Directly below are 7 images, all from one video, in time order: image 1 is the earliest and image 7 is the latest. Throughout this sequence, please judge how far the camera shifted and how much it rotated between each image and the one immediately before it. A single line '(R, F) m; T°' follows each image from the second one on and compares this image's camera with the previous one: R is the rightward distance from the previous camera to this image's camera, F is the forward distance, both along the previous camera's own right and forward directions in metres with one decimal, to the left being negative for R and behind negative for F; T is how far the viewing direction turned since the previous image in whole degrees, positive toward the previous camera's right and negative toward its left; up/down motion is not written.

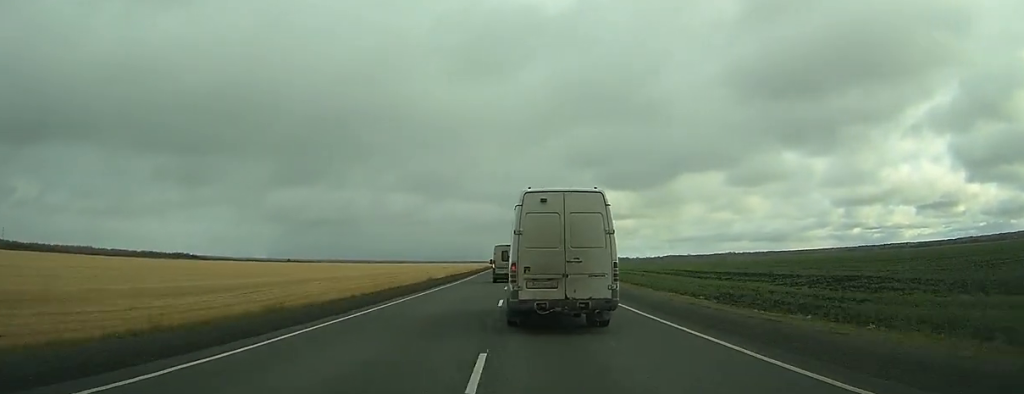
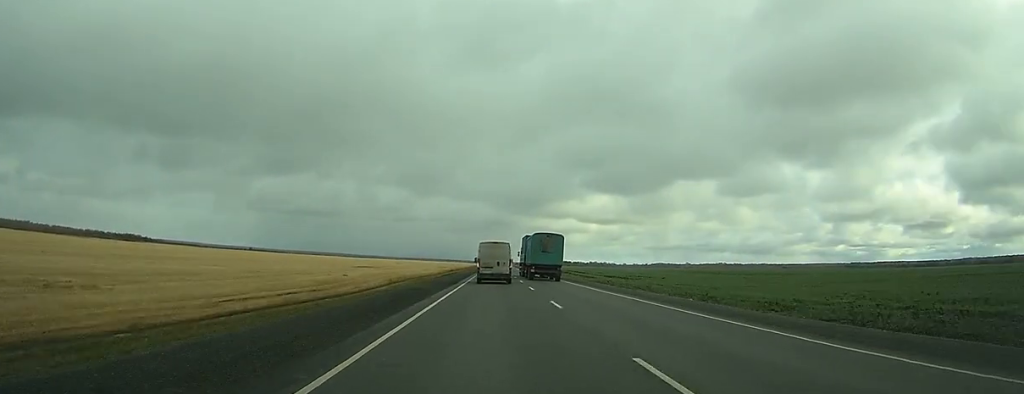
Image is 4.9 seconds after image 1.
(0.0, +131.1) m; +1°
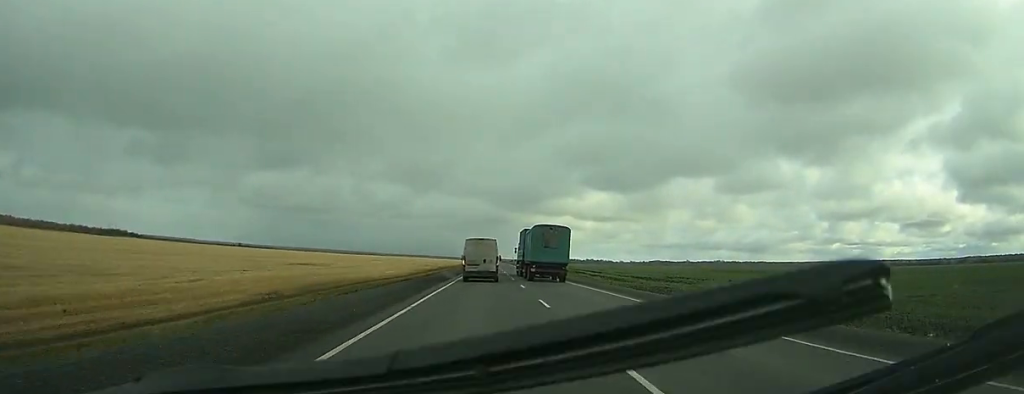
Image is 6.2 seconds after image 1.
(+0.2, +35.8) m; 0°
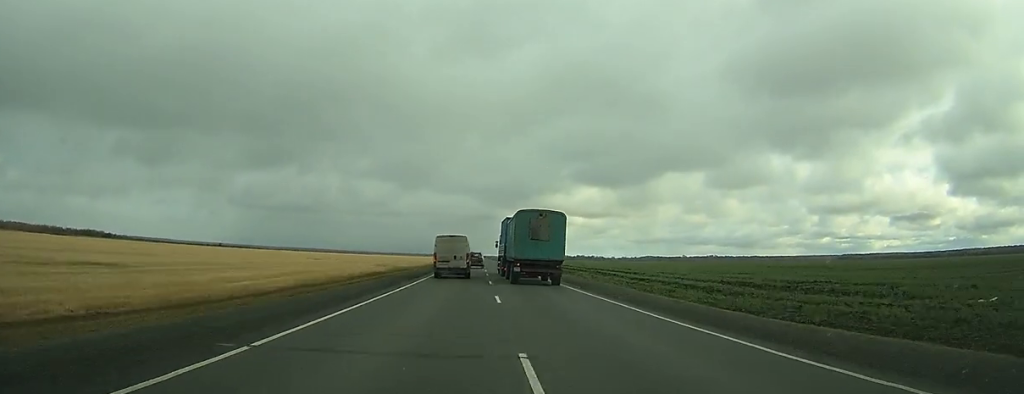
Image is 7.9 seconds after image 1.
(0.0, +46.5) m; 0°
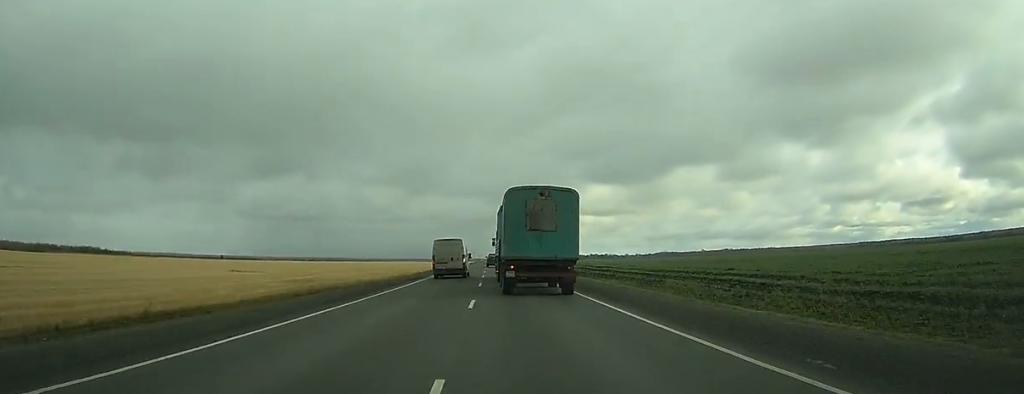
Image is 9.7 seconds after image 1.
(-0.2, +49.4) m; 0°
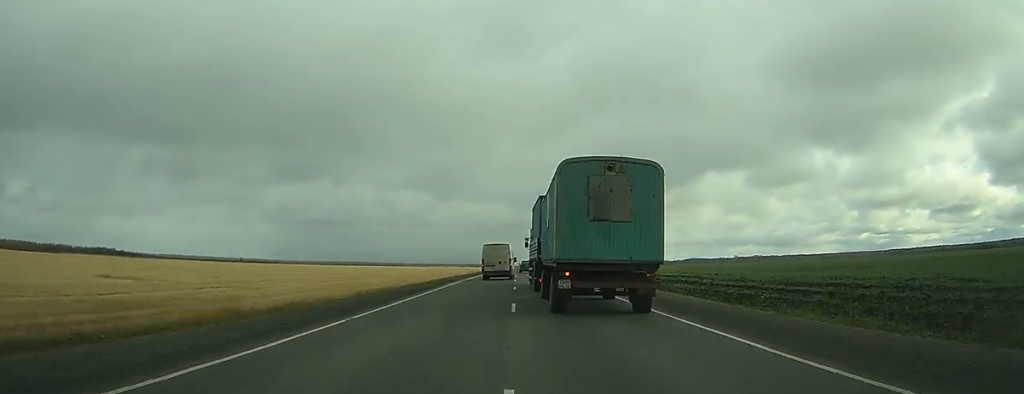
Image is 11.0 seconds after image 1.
(-0.1, +37.0) m; 0°
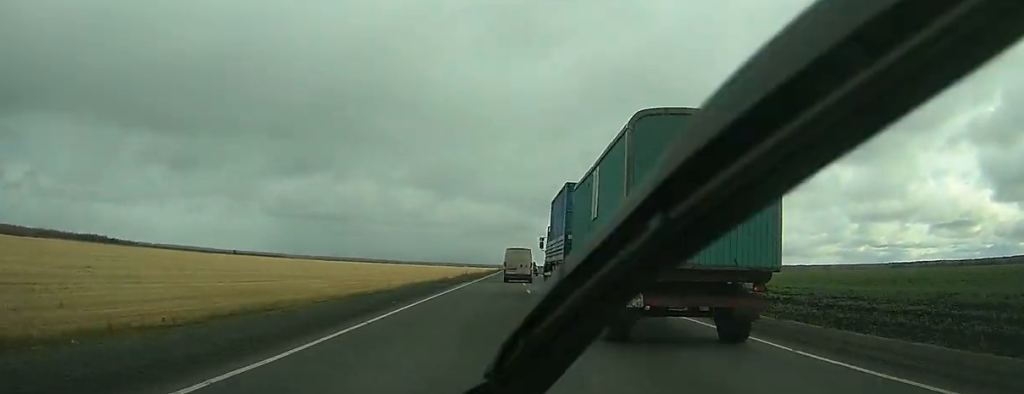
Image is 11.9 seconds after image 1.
(0.0, +25.2) m; 0°
